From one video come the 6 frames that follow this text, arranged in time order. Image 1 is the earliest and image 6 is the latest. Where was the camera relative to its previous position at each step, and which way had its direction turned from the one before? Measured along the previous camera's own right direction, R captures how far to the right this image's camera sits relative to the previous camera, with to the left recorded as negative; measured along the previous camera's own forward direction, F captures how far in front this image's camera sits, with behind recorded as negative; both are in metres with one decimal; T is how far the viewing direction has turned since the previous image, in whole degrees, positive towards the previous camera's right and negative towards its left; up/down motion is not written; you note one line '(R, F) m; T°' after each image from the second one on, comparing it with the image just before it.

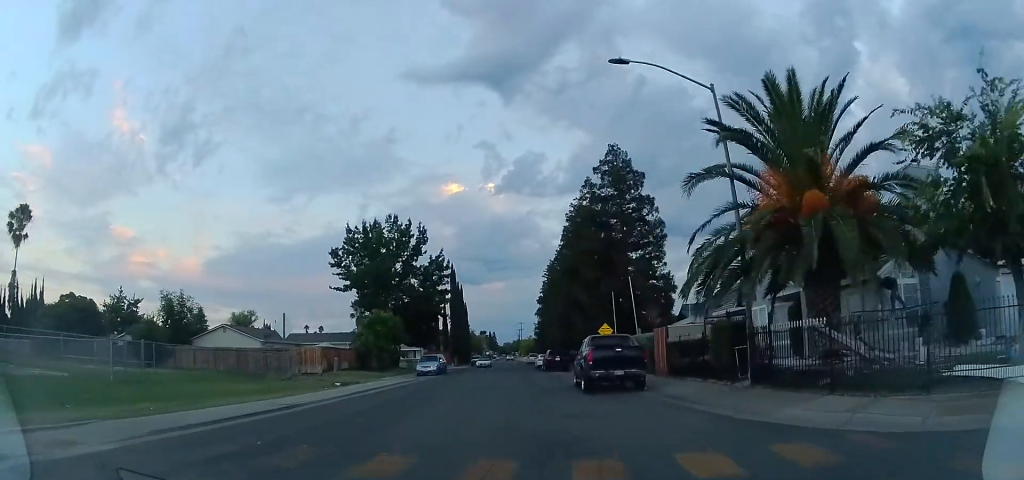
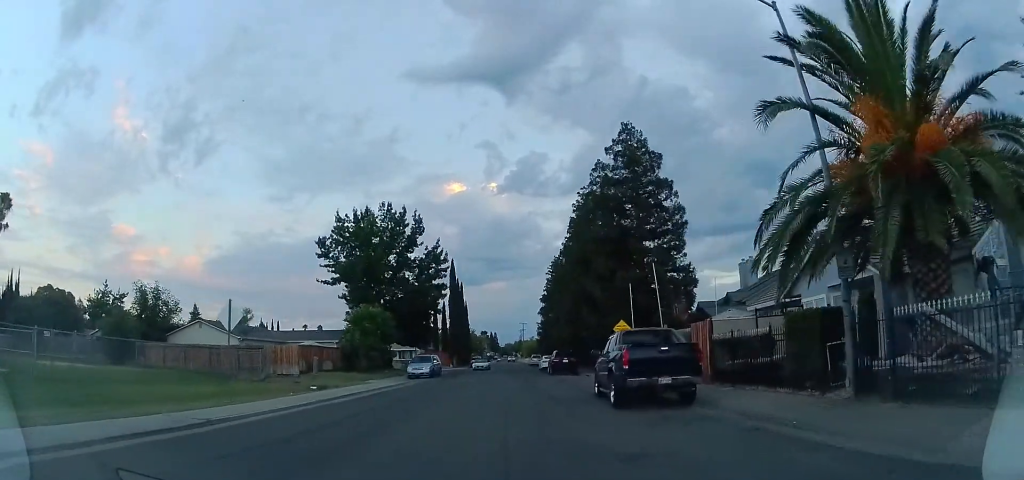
(0.0, +4.8) m; 0°
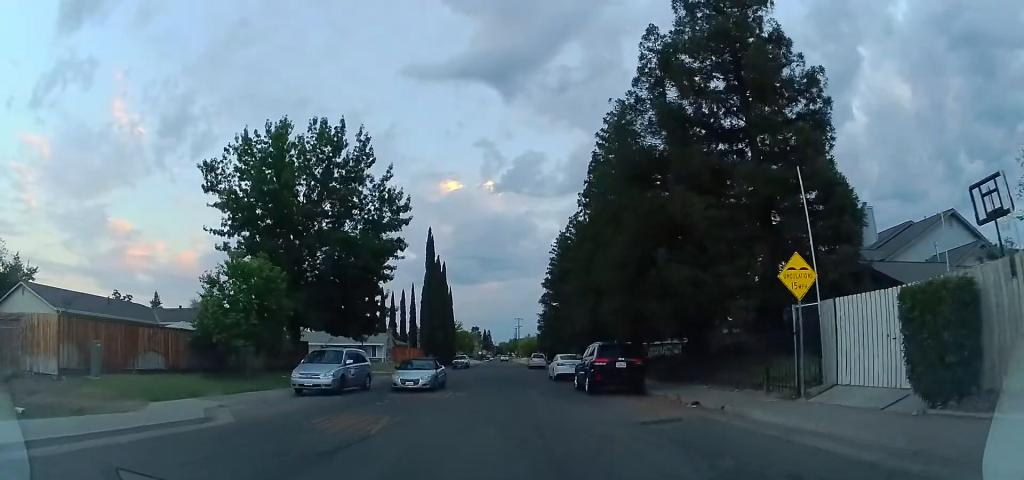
(0.0, +20.4) m; 0°
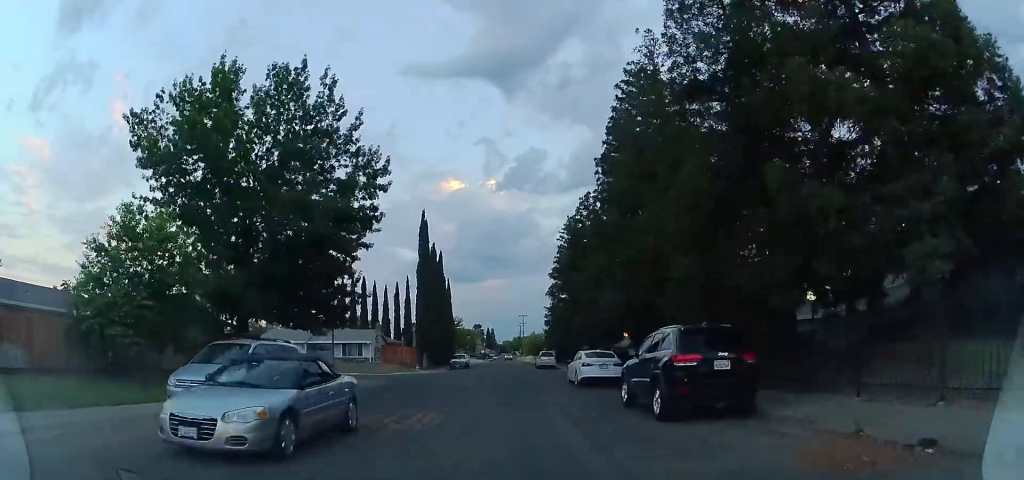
(0.0, +7.9) m; 0°
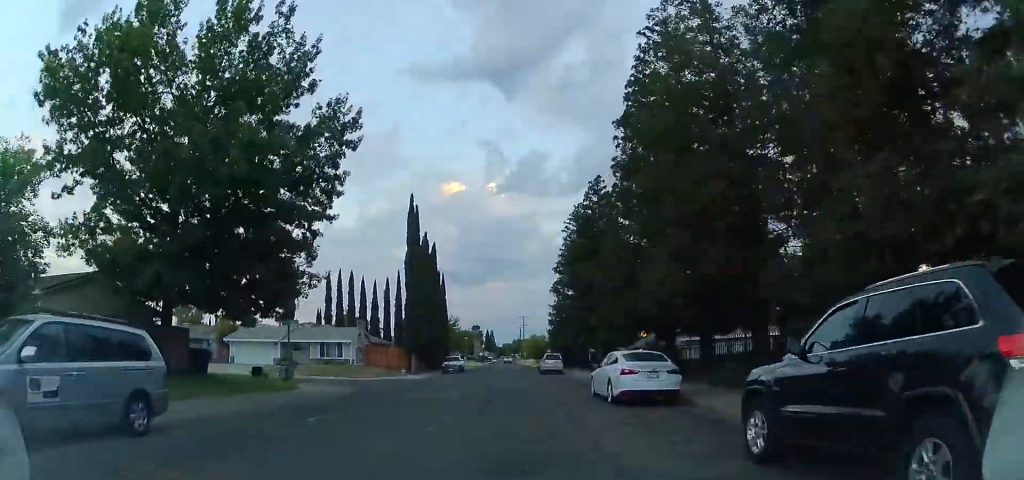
(0.0, +7.0) m; 0°
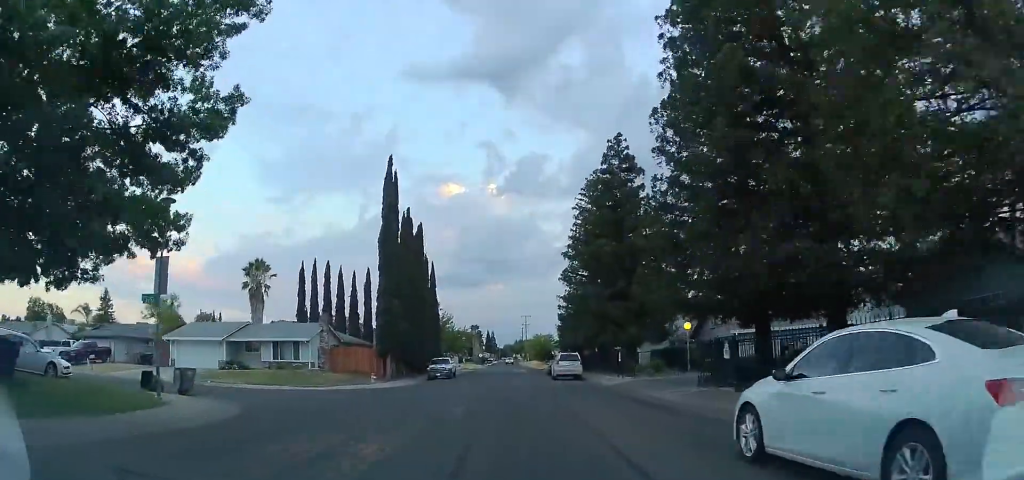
(0.0, +11.1) m; 0°
